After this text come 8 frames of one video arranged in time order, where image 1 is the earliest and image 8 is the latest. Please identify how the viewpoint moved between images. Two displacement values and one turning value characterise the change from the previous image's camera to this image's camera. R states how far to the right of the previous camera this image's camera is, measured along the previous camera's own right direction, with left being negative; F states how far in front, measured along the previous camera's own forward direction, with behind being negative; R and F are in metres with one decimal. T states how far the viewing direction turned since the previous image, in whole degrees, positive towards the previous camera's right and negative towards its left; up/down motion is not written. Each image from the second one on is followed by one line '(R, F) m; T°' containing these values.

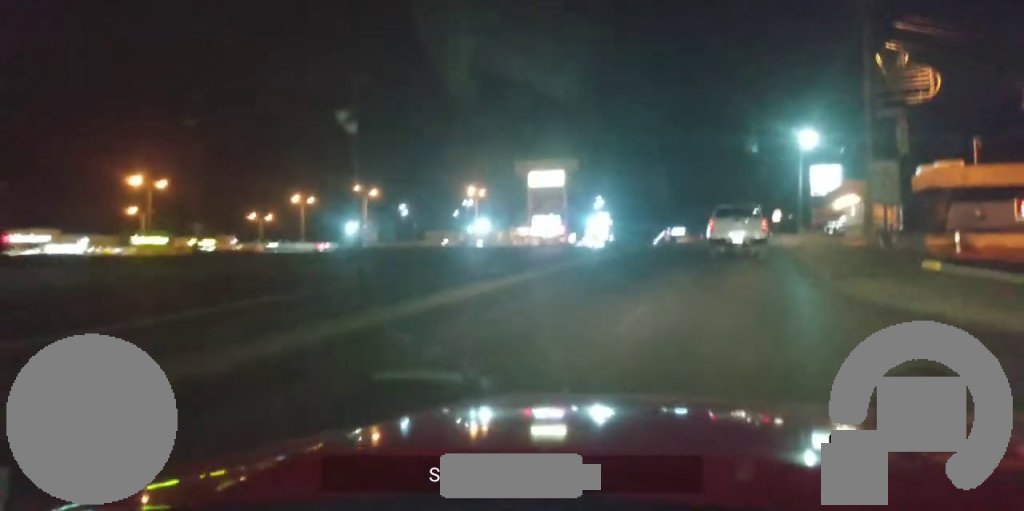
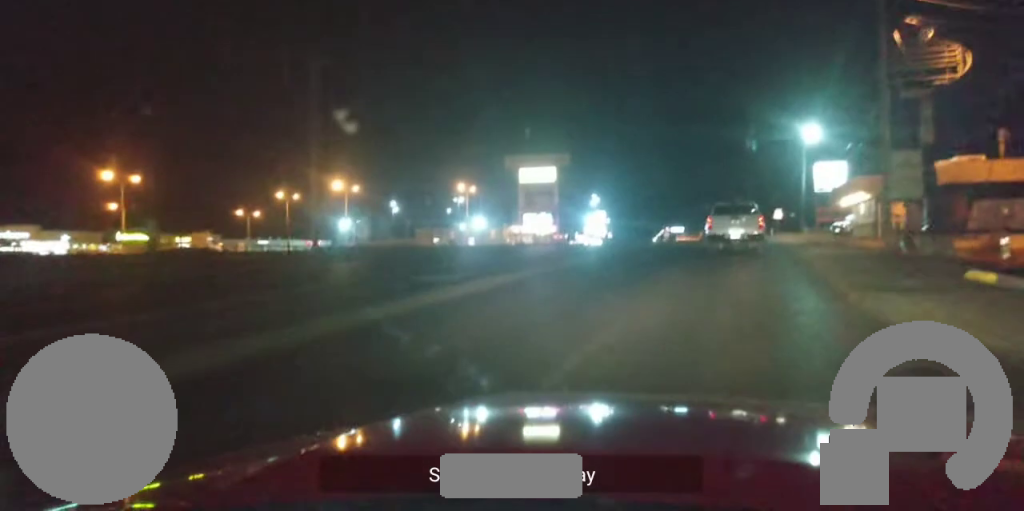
(0.0, +4.8) m; 0°
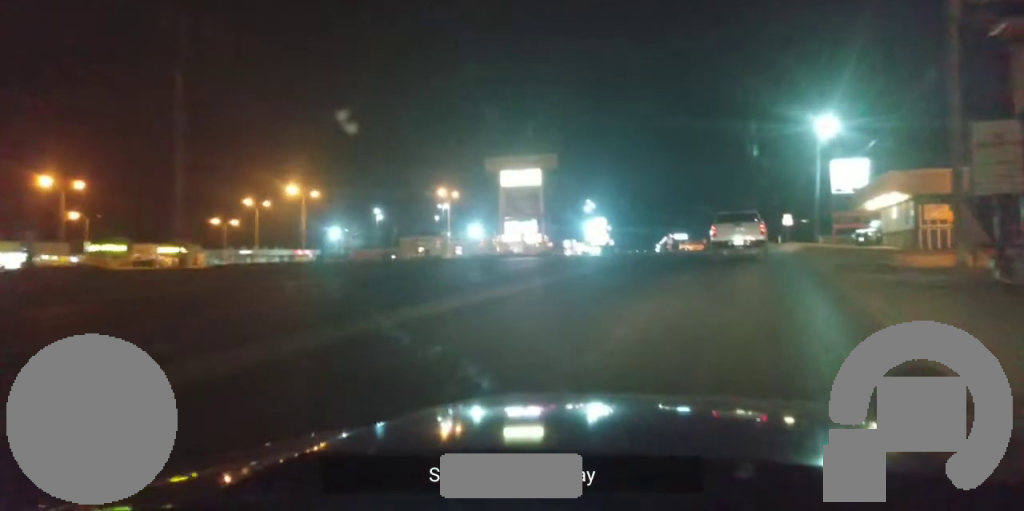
(+0.1, +10.5) m; 0°
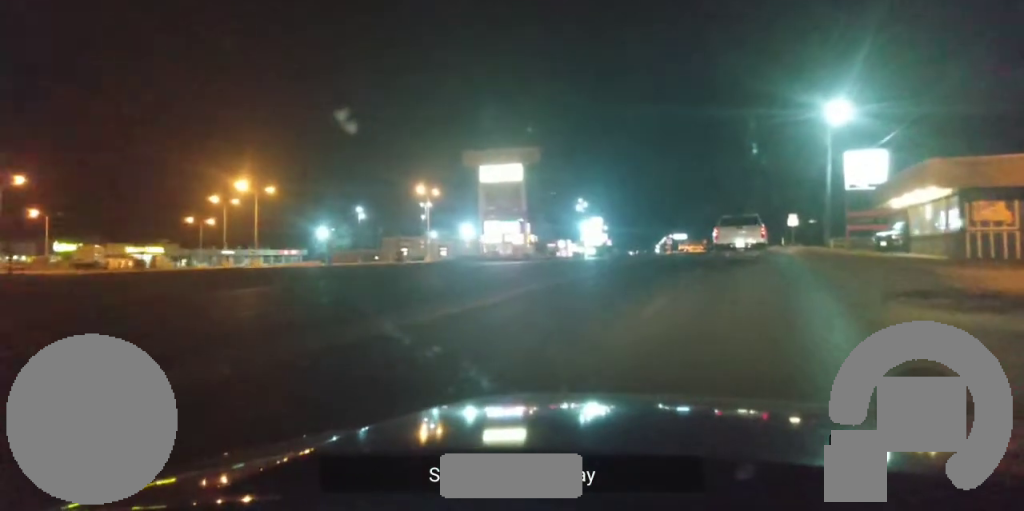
(0.0, +8.5) m; -1°
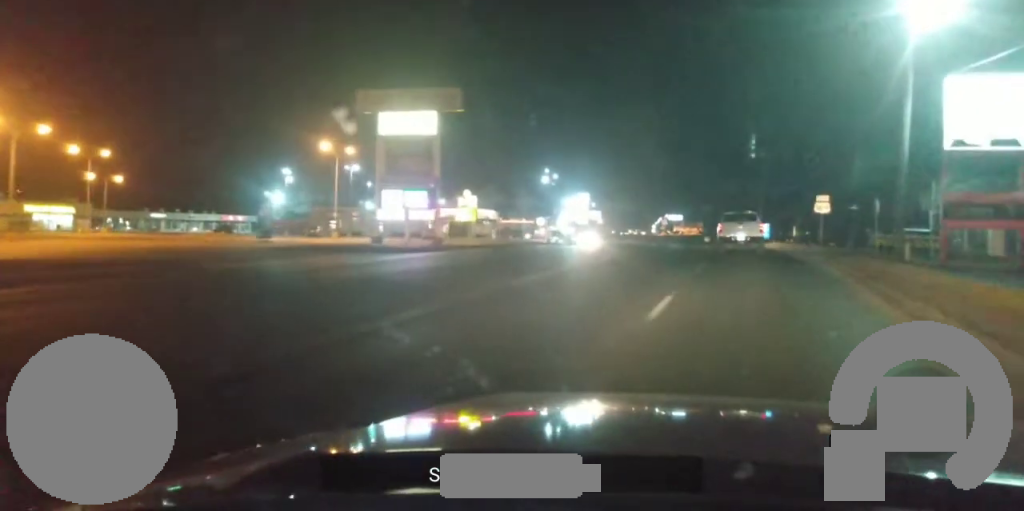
(-1.0, +25.6) m; -1°
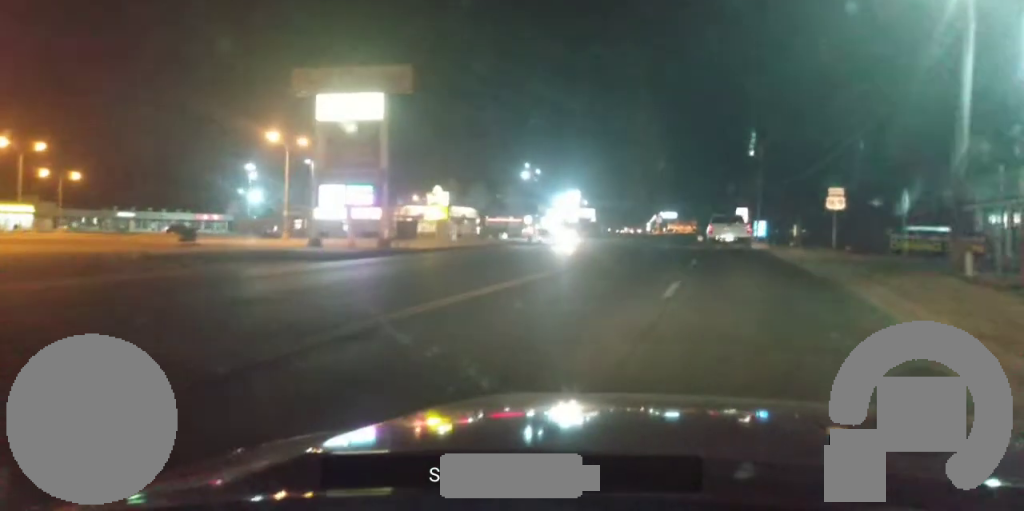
(+0.3, +8.5) m; 0°
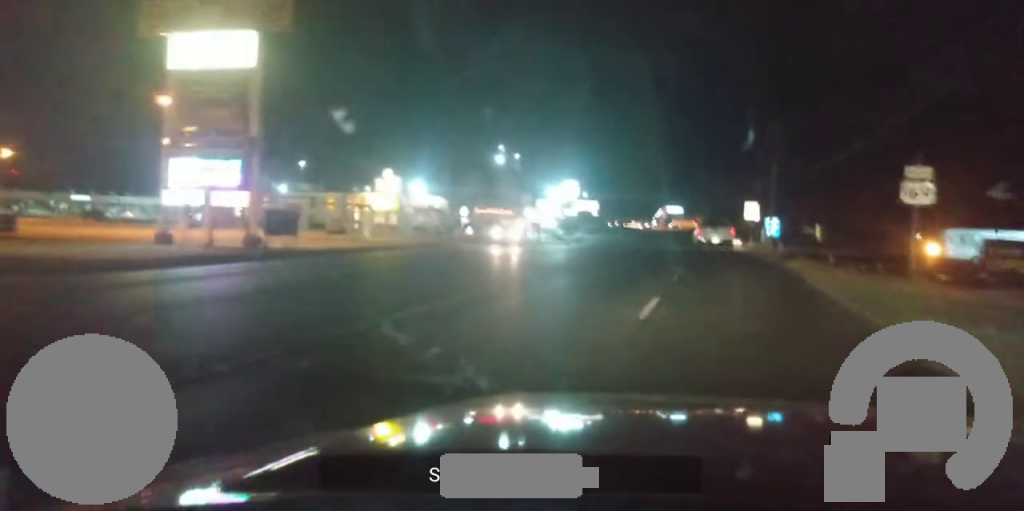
(-0.2, +14.8) m; -2°
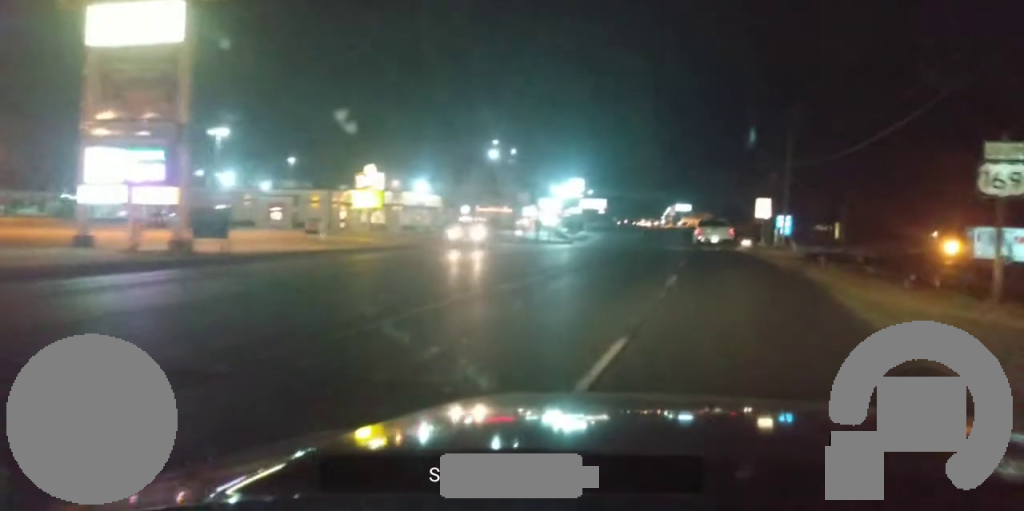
(0.0, +5.6) m; -1°
